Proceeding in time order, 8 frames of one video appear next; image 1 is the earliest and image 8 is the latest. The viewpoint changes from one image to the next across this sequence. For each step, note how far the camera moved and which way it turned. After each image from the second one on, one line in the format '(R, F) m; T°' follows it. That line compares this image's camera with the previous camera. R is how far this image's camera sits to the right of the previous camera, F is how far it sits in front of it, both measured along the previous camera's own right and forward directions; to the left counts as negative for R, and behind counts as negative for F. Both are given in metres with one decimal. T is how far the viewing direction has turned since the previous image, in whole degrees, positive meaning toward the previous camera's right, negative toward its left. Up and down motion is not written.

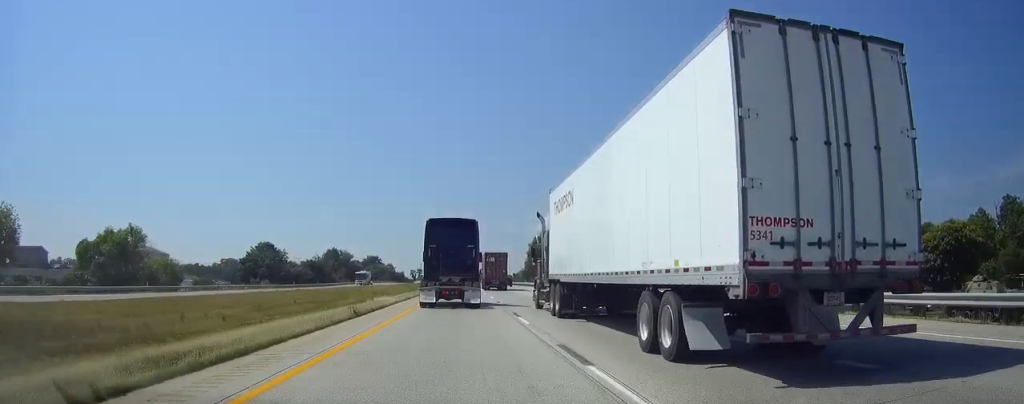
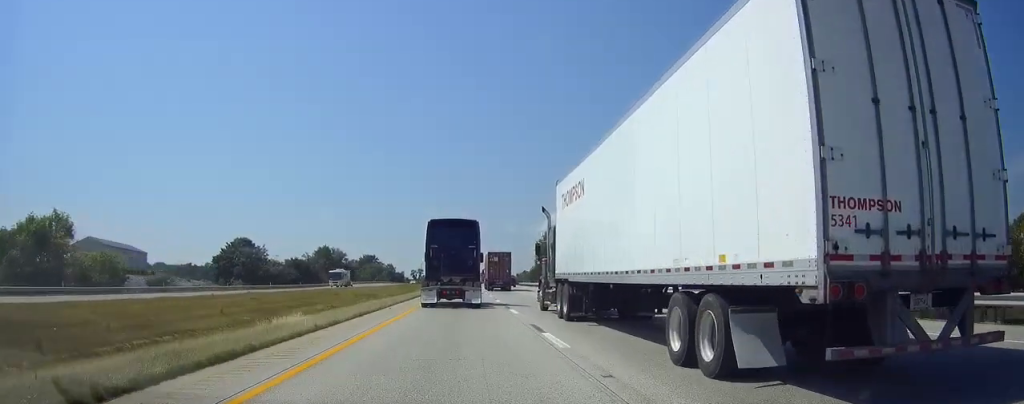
(0.0, +18.9) m; 0°
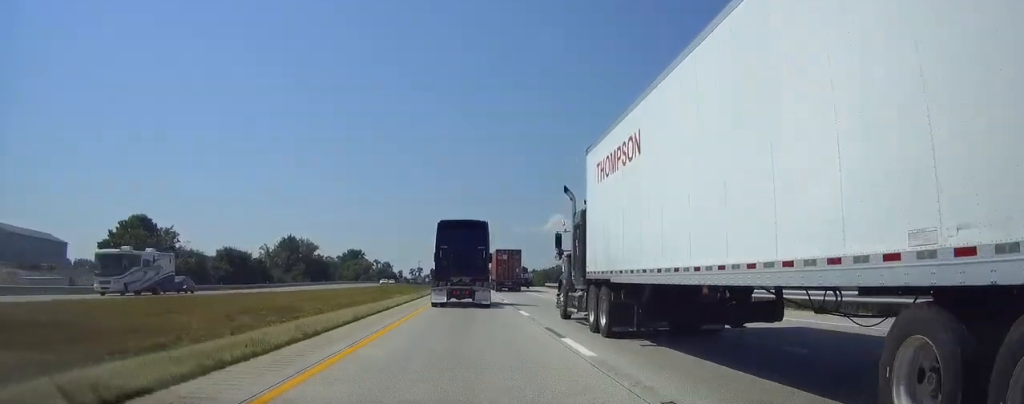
(0.0, +50.0) m; 0°
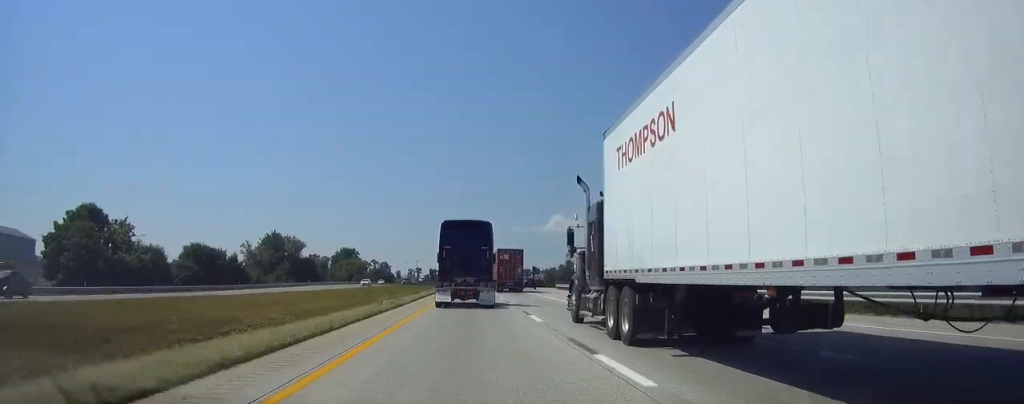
(0.0, +15.2) m; 0°
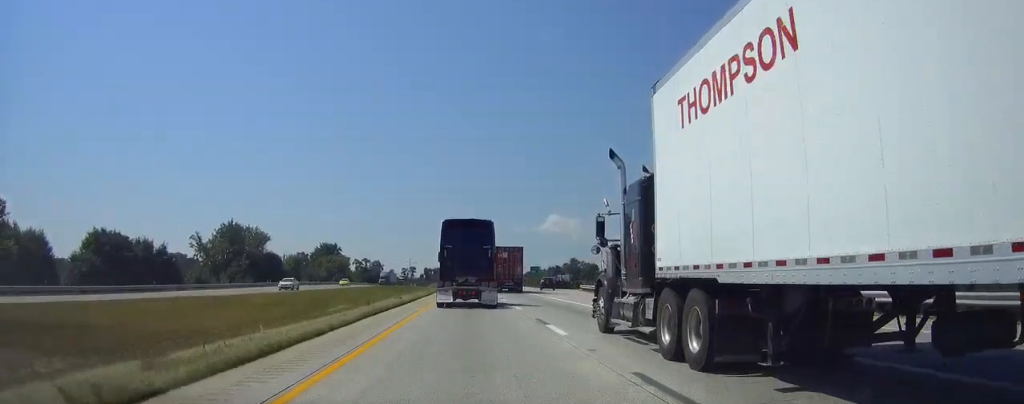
(+0.1, +29.5) m; 0°
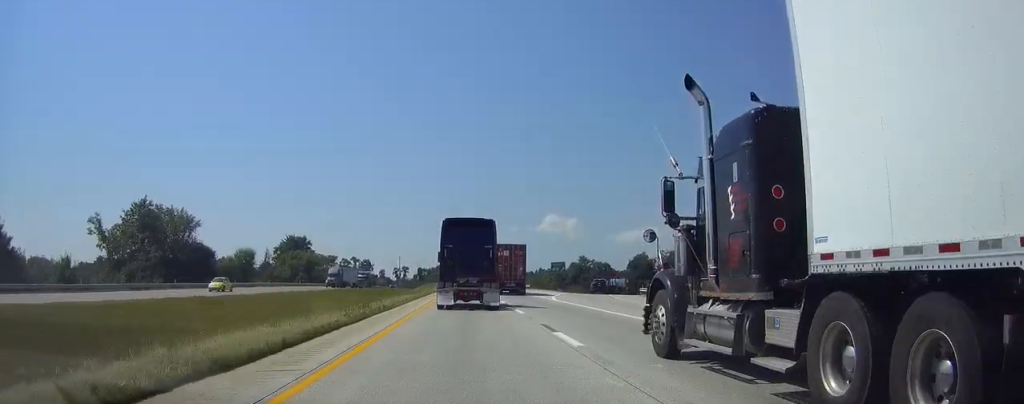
(0.0, +39.0) m; 0°
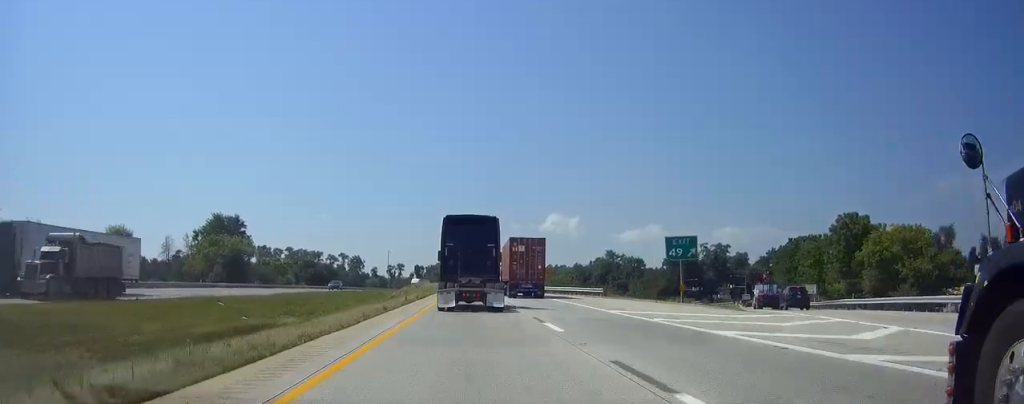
(-0.2, +57.7) m; 0°
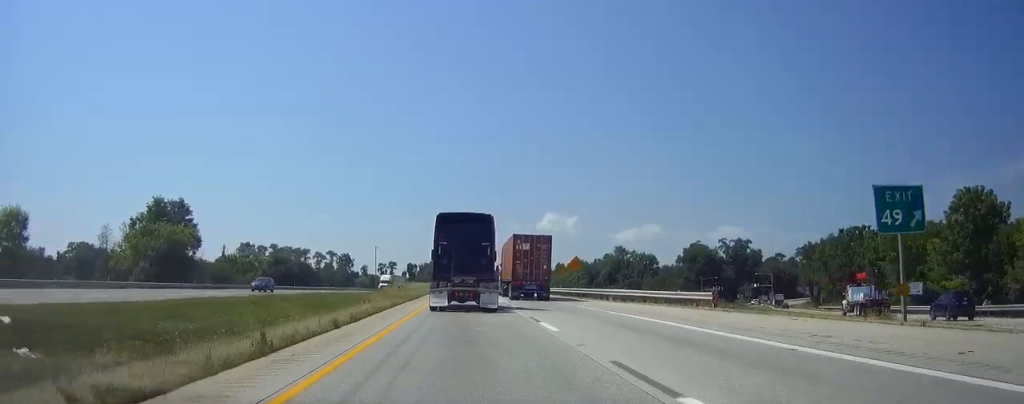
(0.0, +24.6) m; 0°
